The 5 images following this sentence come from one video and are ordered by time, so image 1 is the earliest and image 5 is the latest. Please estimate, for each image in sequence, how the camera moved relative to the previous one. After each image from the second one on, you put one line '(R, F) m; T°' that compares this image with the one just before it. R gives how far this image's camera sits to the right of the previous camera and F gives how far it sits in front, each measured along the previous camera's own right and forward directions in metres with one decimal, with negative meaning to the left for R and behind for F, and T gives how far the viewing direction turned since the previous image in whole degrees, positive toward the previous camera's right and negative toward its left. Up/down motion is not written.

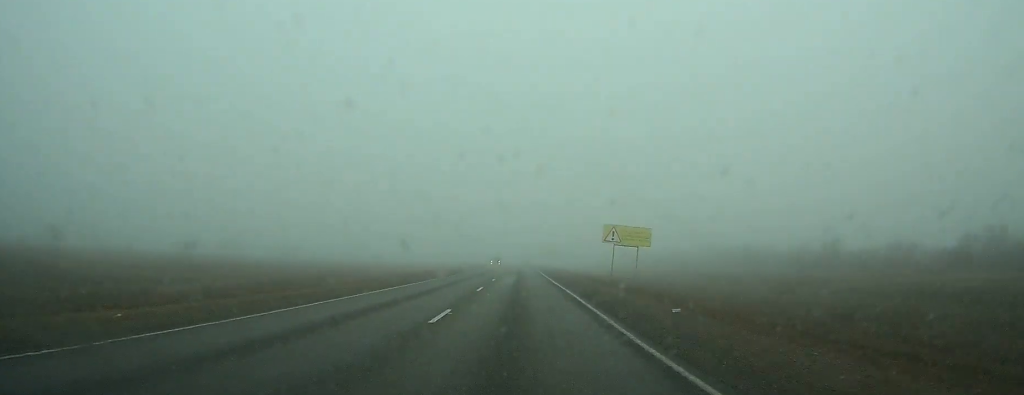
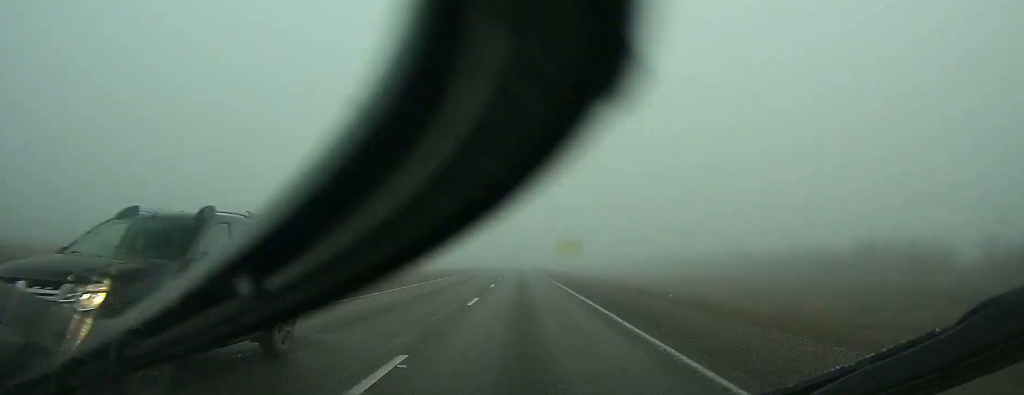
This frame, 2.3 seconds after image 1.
(-0.2, +49.3) m; 0°
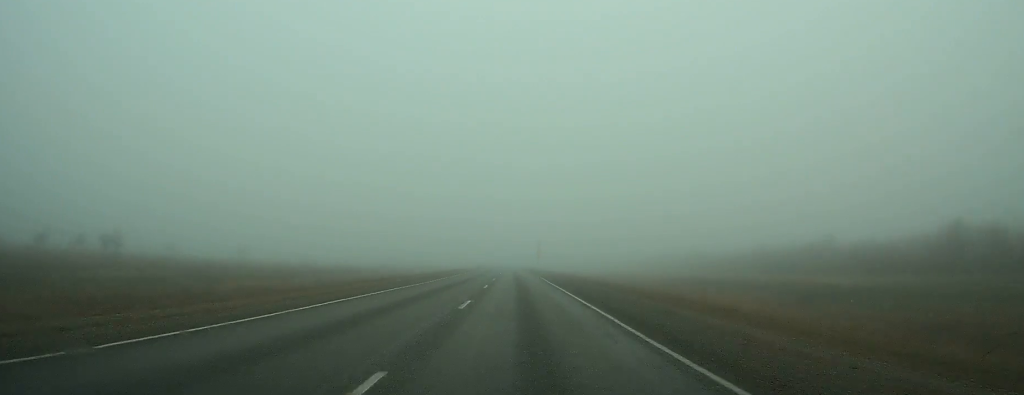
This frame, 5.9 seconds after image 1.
(-0.4, +81.7) m; -1°
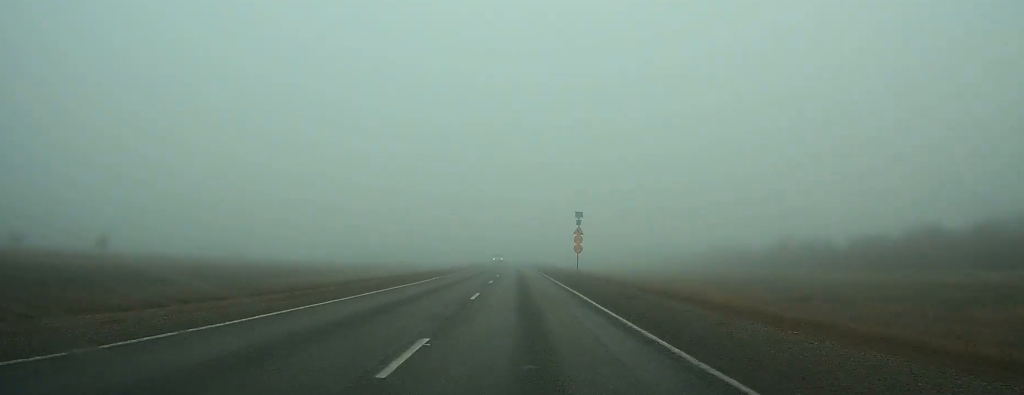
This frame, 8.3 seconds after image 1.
(-0.3, +58.1) m; 0°
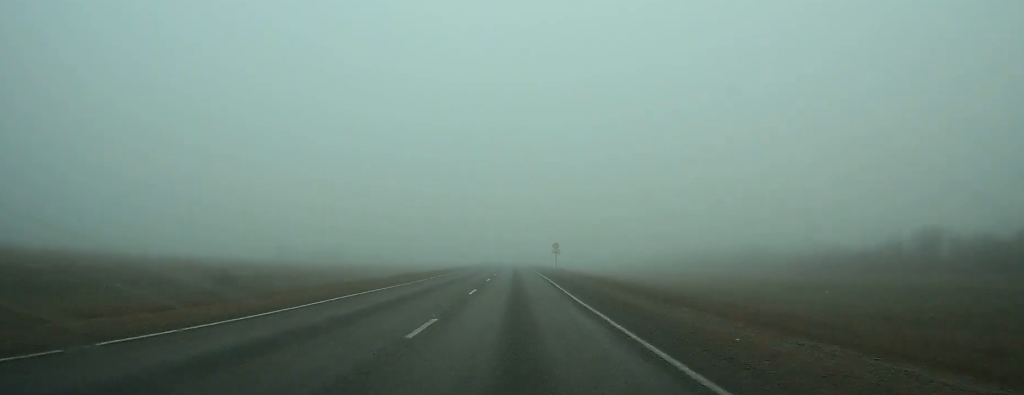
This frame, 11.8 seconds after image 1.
(-0.3, +84.4) m; -1°
